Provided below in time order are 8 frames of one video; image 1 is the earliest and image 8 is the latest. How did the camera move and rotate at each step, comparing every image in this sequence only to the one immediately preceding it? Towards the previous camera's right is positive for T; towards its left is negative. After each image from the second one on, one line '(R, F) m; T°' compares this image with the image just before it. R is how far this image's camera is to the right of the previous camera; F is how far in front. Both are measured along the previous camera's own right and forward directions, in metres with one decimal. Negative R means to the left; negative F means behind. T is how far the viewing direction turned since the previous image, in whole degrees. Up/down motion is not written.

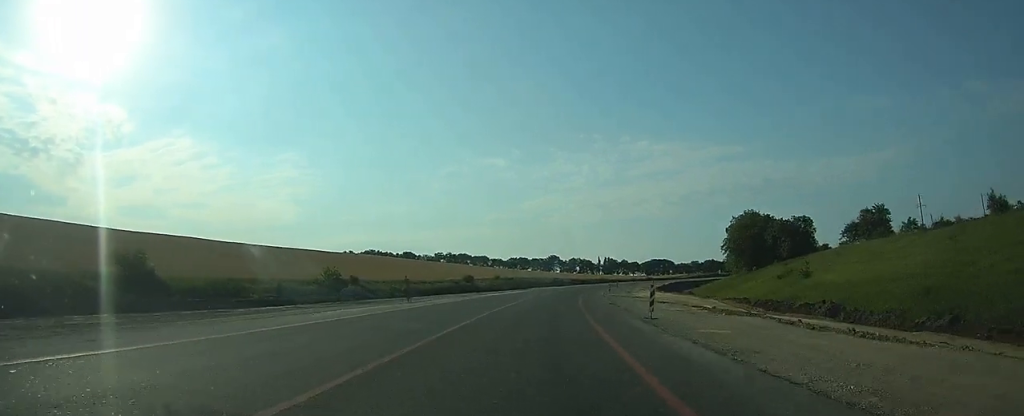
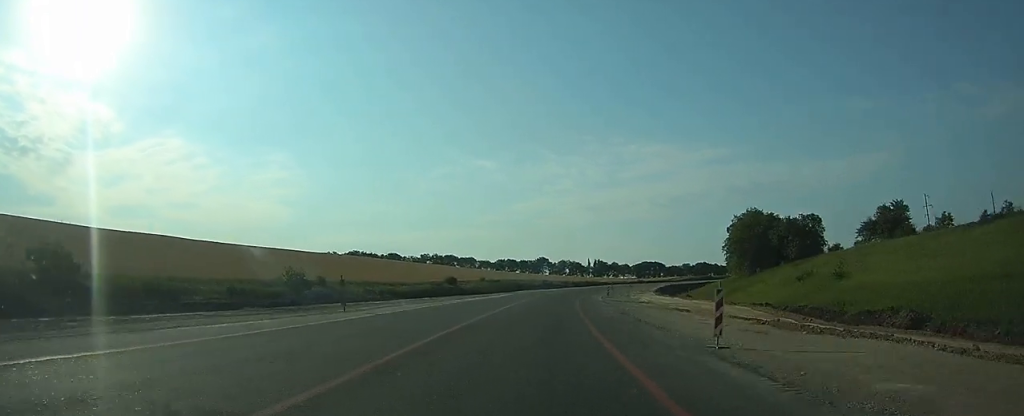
(0.0, +9.1) m; +1°
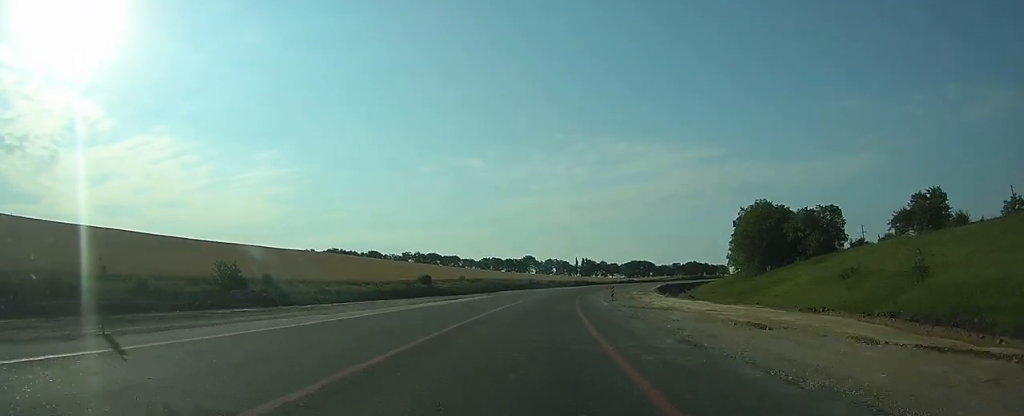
(+0.2, +13.4) m; +1°
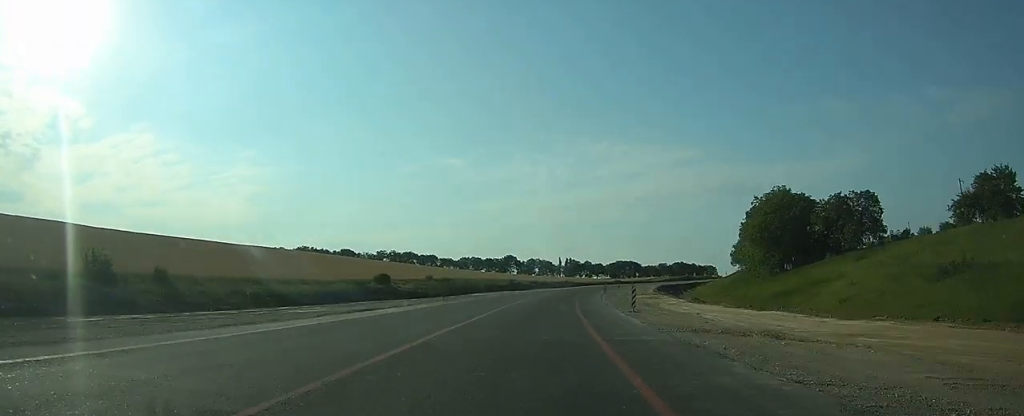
(+0.3, +17.7) m; +2°
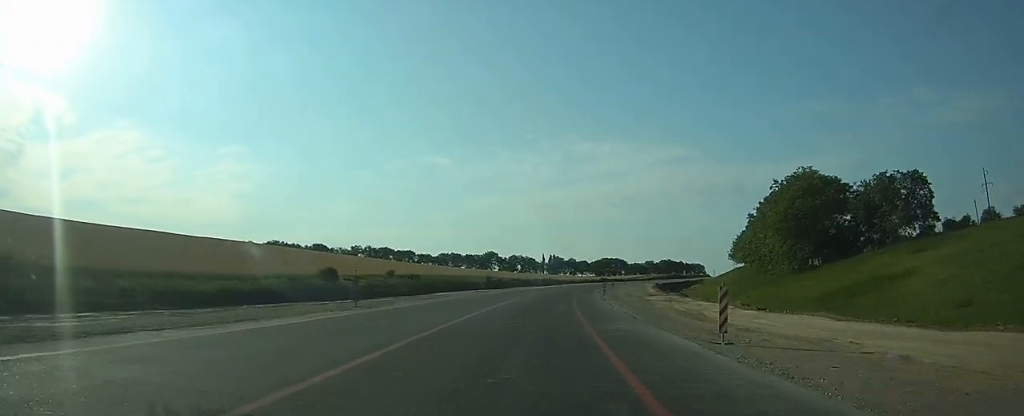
(+0.3, +16.3) m; +2°
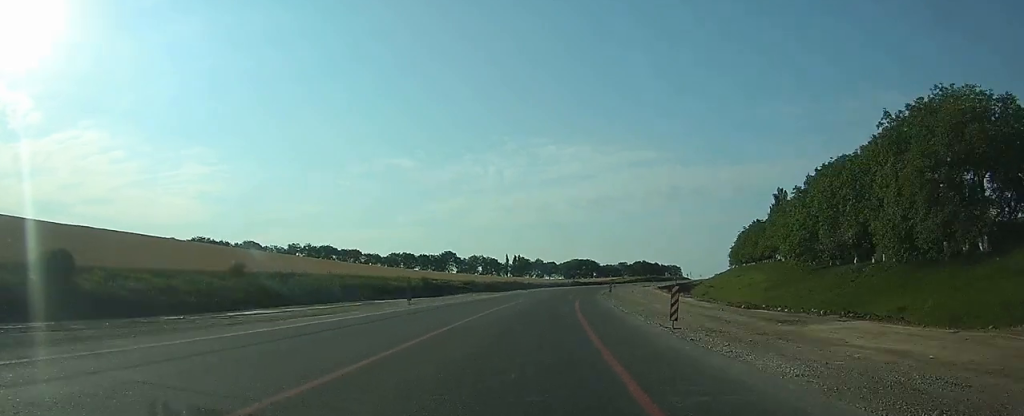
(+1.4, +39.1) m; +3°
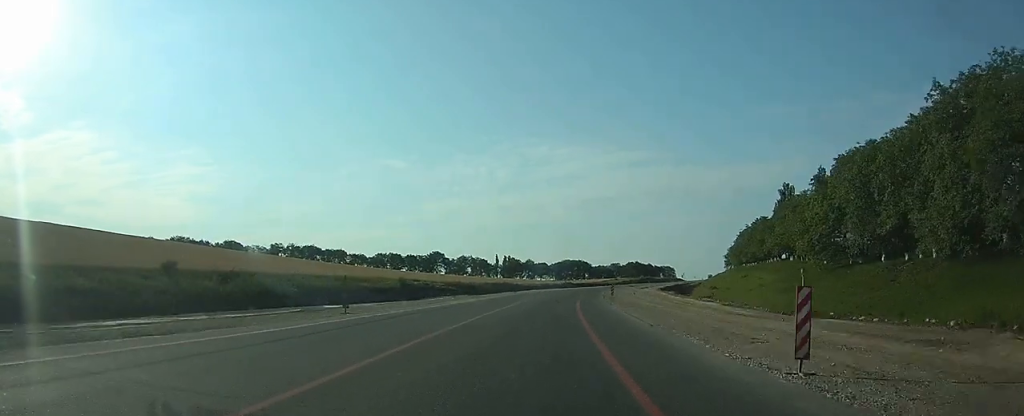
(-0.1, +9.3) m; +1°
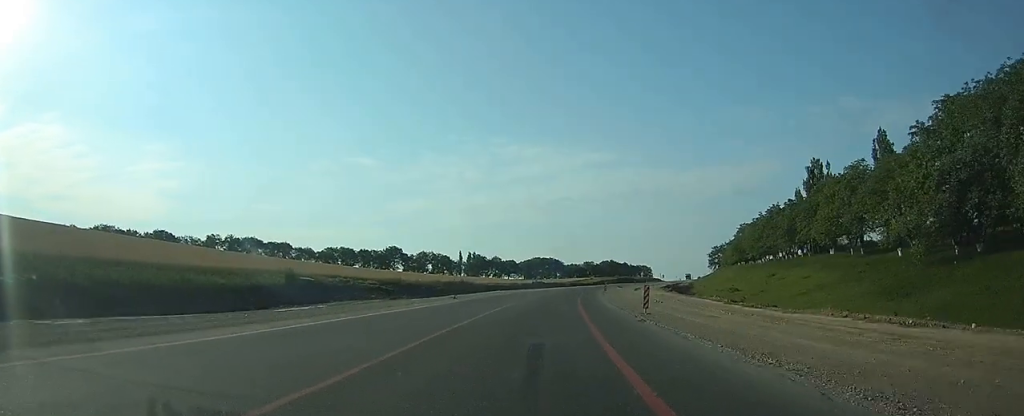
(+0.9, +30.1) m; +4°
